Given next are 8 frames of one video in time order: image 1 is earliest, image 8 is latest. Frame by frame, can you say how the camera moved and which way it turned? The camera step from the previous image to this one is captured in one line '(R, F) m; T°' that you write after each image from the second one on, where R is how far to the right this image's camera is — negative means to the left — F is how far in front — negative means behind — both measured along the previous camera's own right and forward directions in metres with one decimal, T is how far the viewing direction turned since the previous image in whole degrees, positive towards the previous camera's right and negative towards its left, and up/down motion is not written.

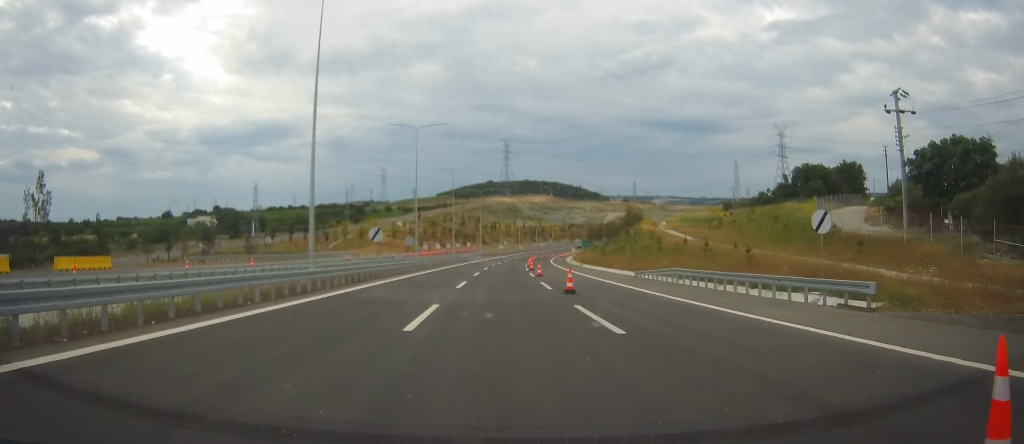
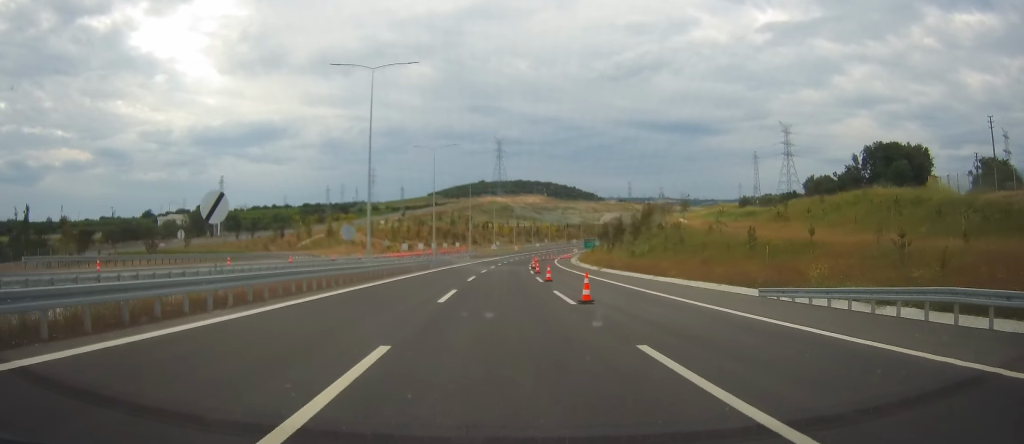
(+0.6, +24.3) m; +2°
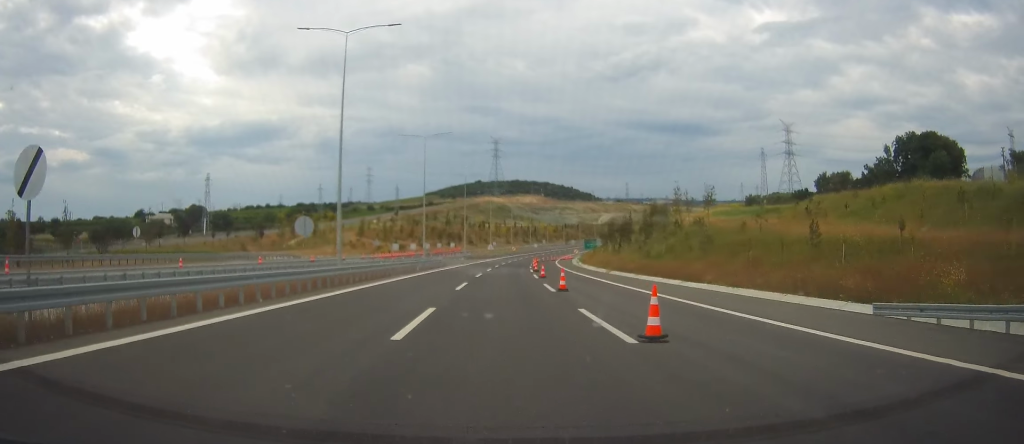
(+0.1, +8.2) m; 0°
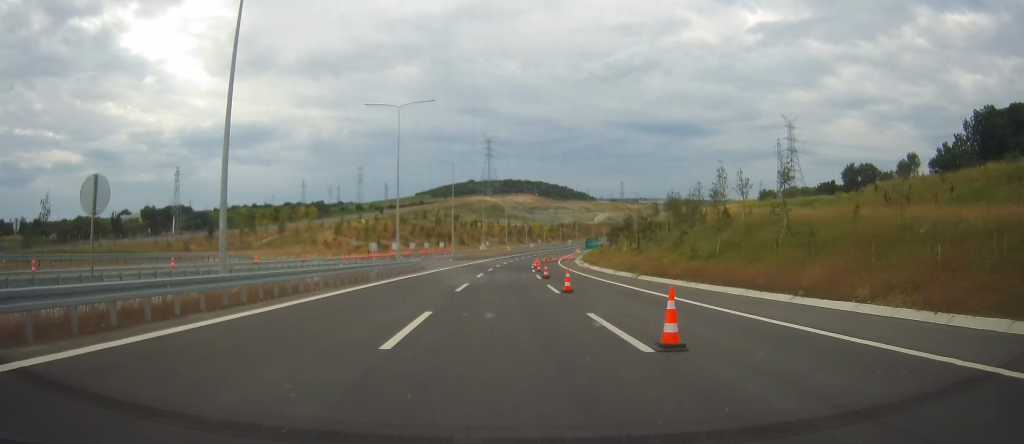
(-0.1, +16.5) m; 0°
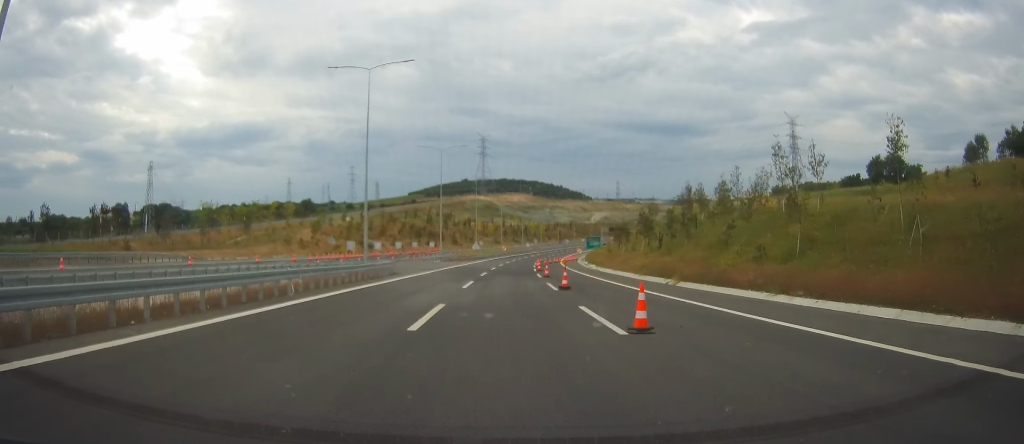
(+0.1, +13.2) m; 0°
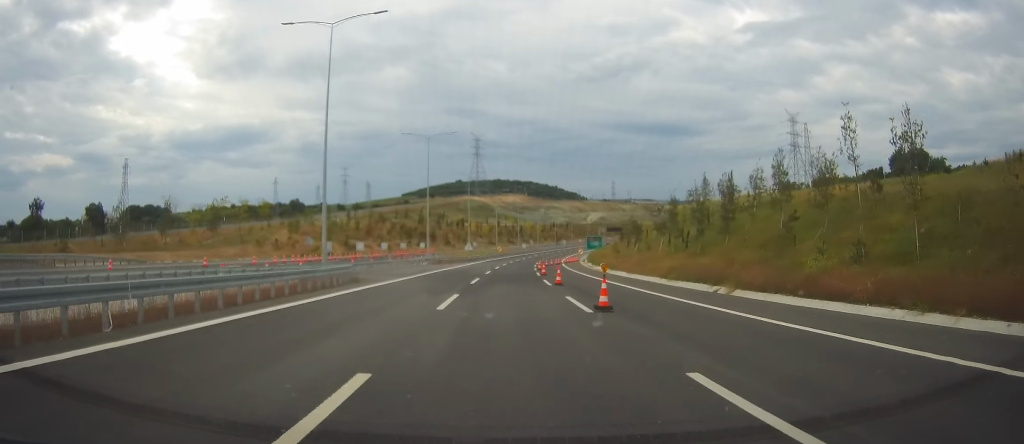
(0.0, +11.0) m; 0°
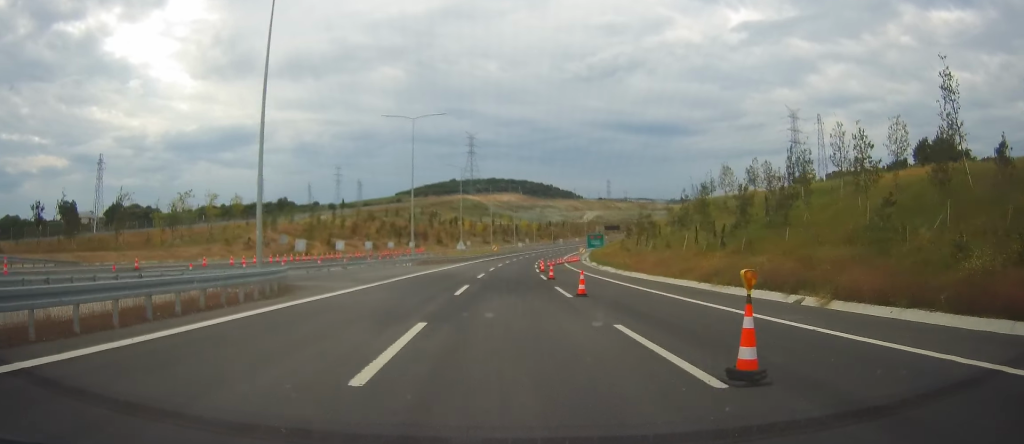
(-0.1, +10.0) m; 0°
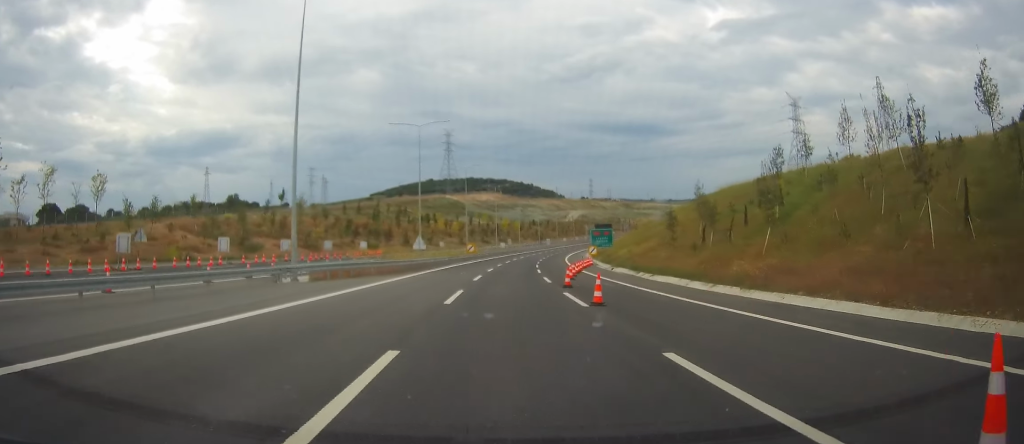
(+1.1, +37.1) m; +2°
